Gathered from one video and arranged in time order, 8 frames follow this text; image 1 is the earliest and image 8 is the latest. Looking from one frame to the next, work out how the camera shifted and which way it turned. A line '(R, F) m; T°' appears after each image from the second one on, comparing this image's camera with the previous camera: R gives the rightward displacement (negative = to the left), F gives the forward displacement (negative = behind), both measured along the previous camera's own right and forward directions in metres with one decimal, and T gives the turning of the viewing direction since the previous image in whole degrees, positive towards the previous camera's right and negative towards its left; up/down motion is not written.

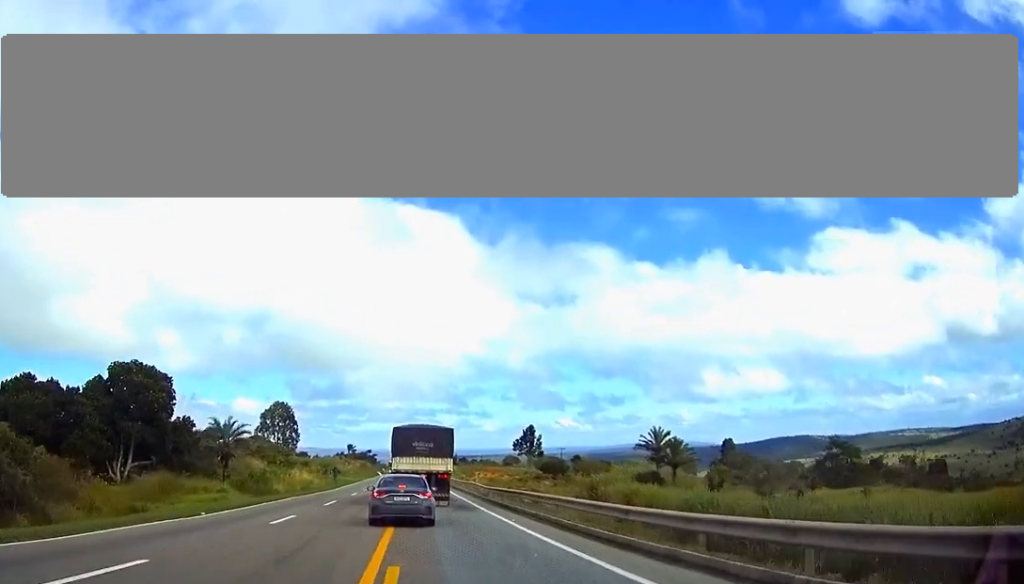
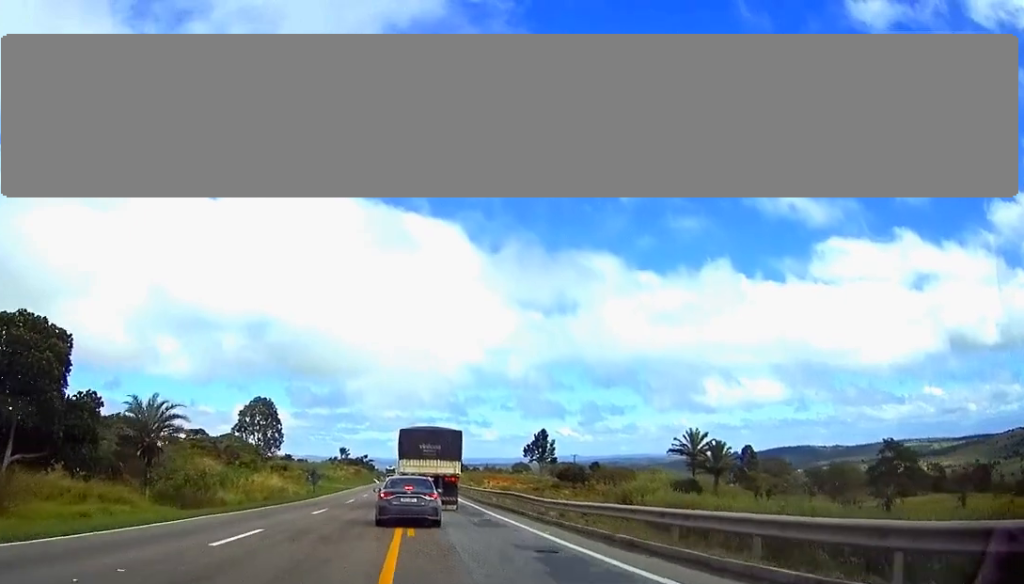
(0.0, +21.7) m; 0°
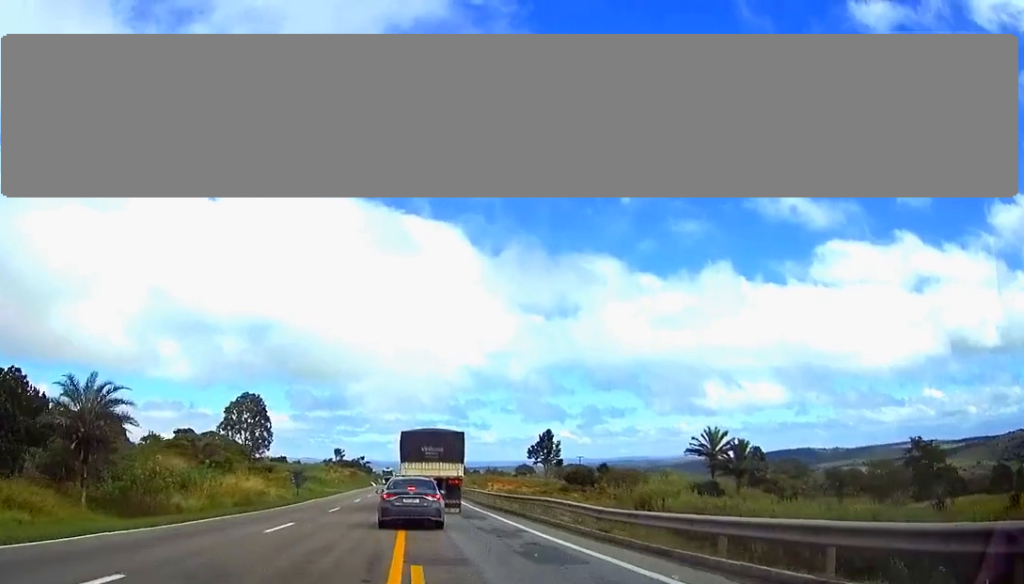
(0.0, +10.1) m; 0°
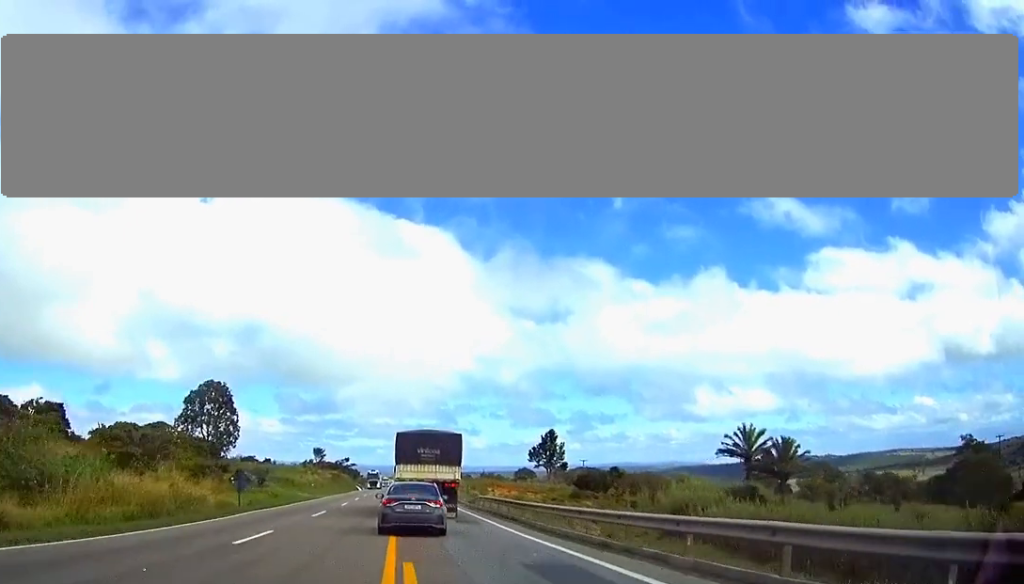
(+0.1, +18.7) m; +1°
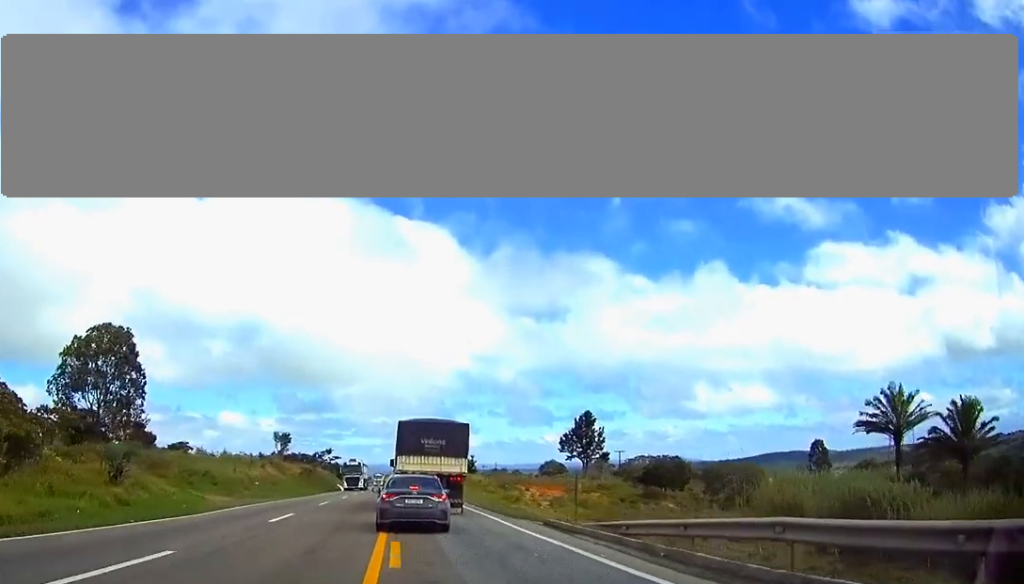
(+0.2, +40.9) m; 0°
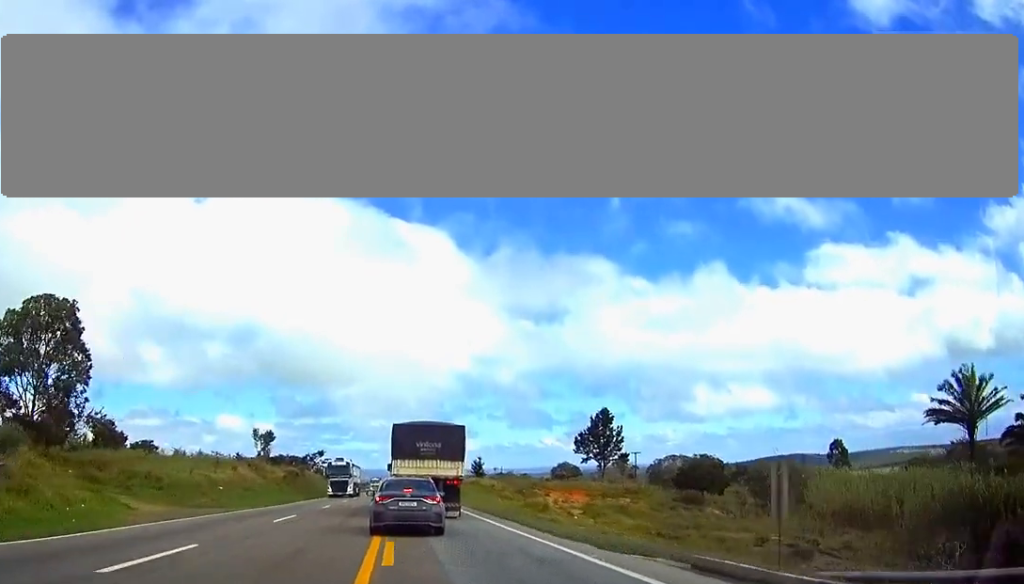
(0.0, +13.5) m; 0°
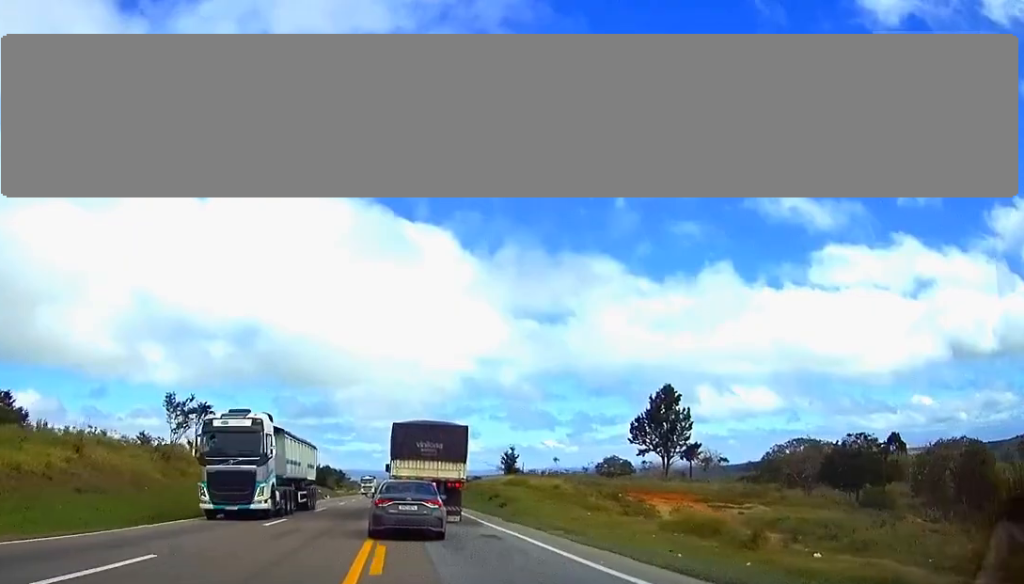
(0.0, +33.5) m; 0°
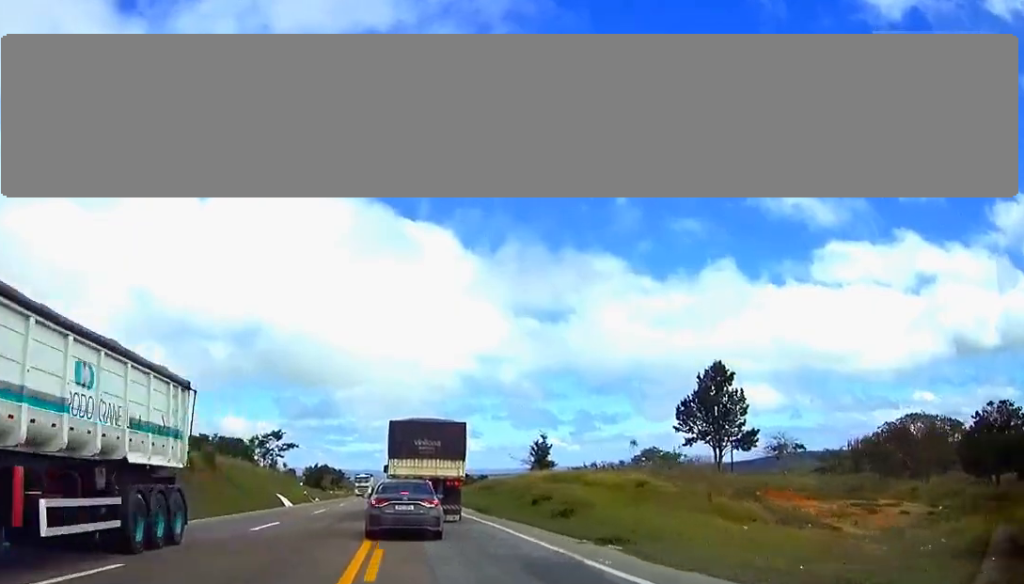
(0.0, +17.6) m; 0°
